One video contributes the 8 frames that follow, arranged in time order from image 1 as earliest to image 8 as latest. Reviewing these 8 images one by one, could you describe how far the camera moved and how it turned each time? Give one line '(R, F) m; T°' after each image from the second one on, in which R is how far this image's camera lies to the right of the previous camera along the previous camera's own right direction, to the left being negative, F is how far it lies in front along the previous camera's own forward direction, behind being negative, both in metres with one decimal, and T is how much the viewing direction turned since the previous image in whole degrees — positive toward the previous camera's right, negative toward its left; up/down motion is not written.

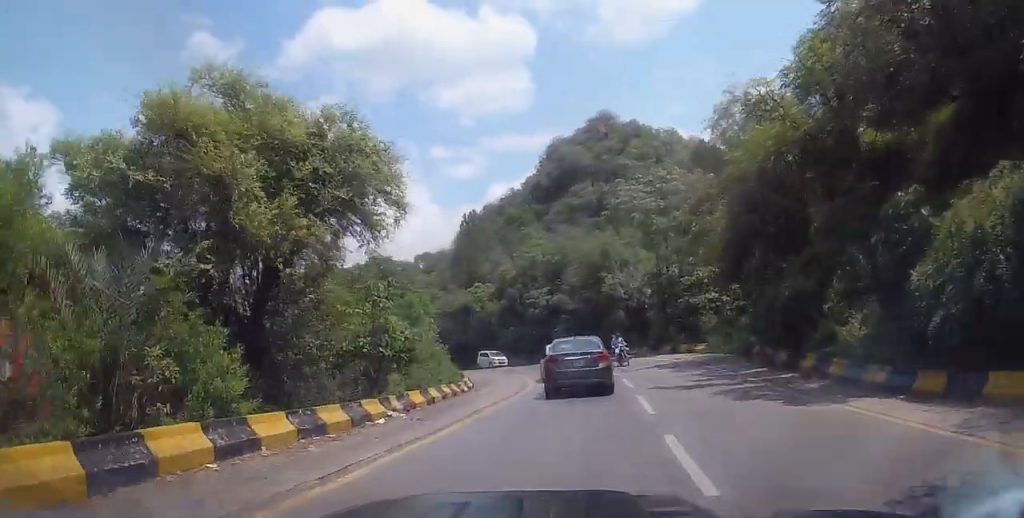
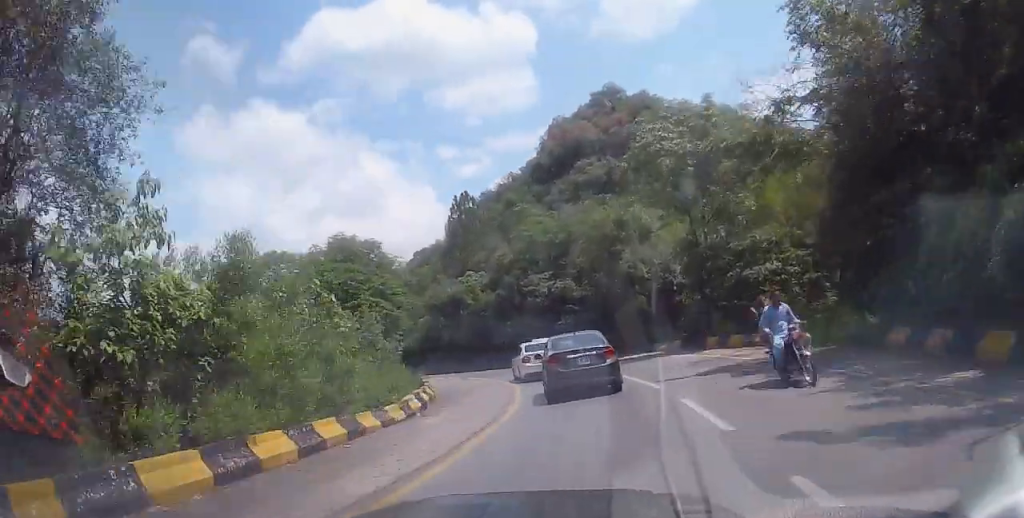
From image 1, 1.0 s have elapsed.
(-0.8, +7.9) m; +6°
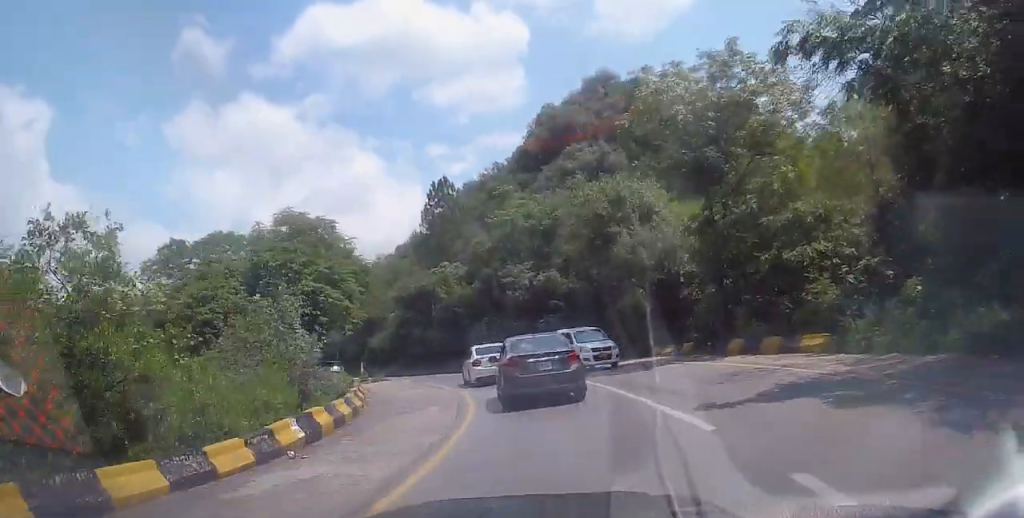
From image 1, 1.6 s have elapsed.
(+1.1, +6.7) m; +4°
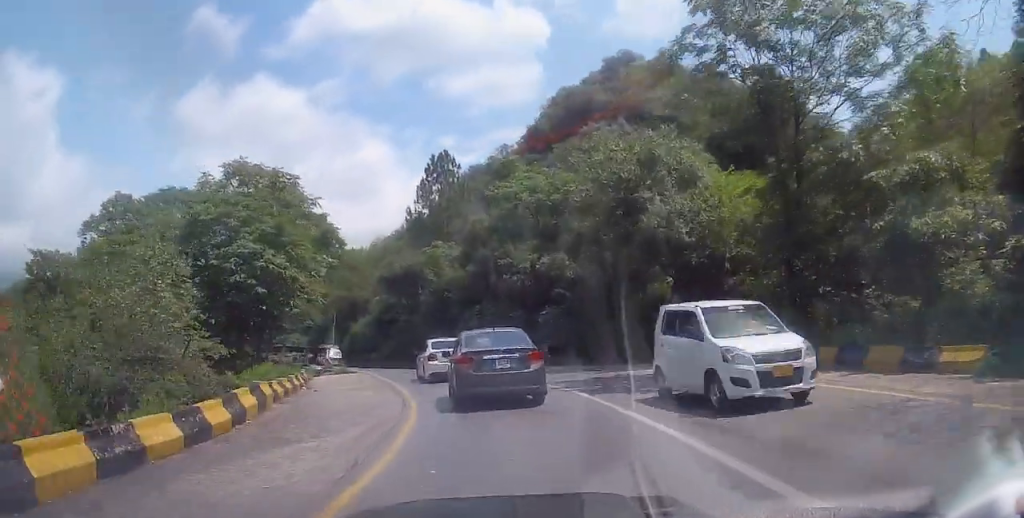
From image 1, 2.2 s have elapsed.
(+0.1, +7.3) m; -2°
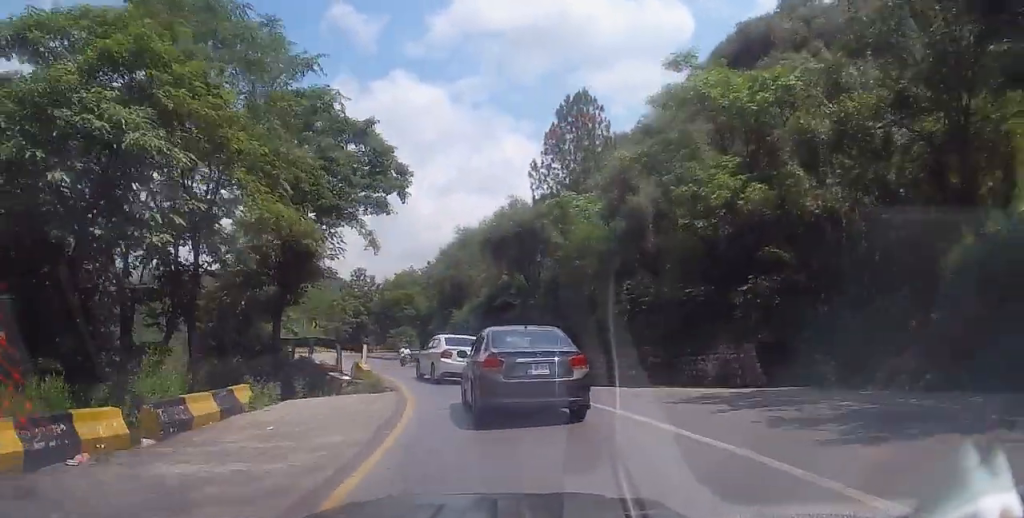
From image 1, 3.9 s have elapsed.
(-2.1, +16.2) m; -16°
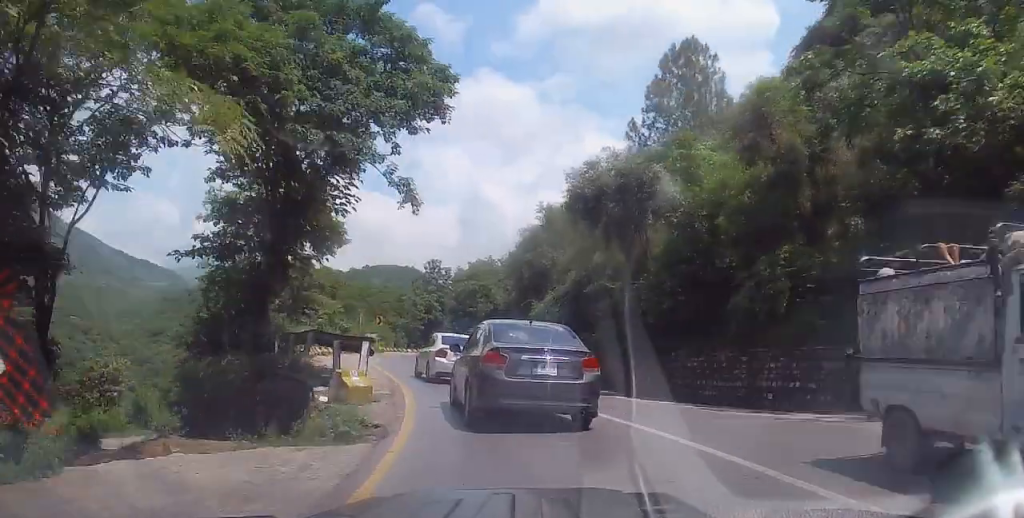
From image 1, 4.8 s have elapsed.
(-0.6, +8.9) m; -10°
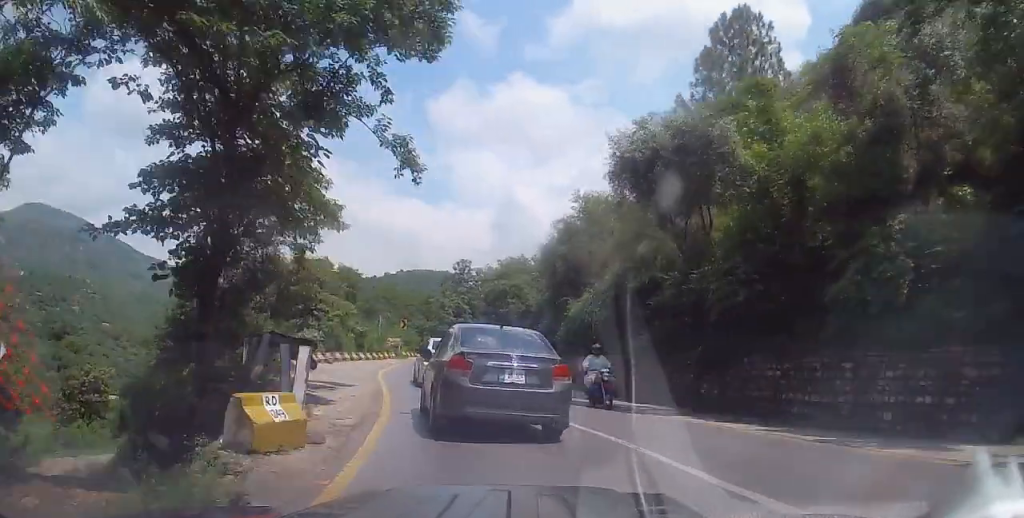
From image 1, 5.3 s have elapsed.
(-0.5, +4.5) m; -3°
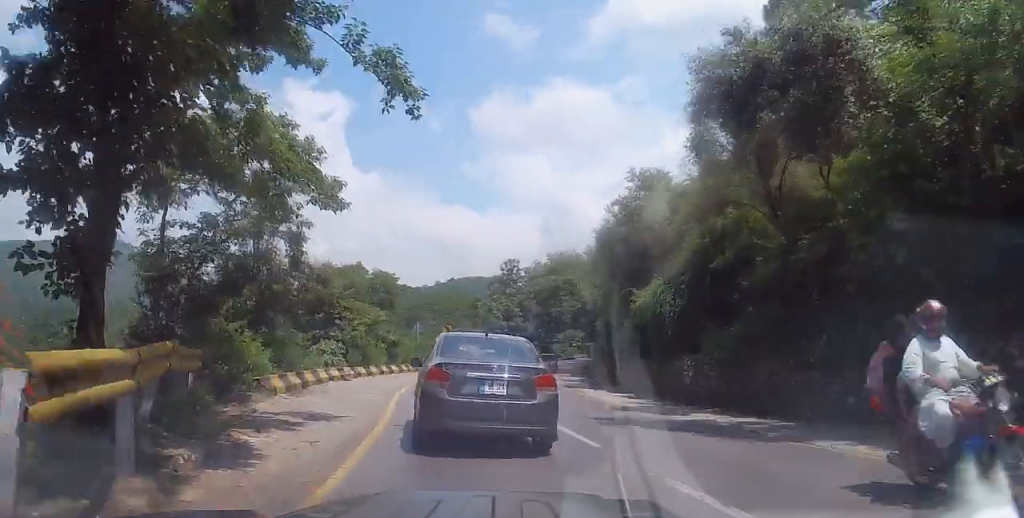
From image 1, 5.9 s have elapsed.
(-0.3, +5.2) m; -4°
